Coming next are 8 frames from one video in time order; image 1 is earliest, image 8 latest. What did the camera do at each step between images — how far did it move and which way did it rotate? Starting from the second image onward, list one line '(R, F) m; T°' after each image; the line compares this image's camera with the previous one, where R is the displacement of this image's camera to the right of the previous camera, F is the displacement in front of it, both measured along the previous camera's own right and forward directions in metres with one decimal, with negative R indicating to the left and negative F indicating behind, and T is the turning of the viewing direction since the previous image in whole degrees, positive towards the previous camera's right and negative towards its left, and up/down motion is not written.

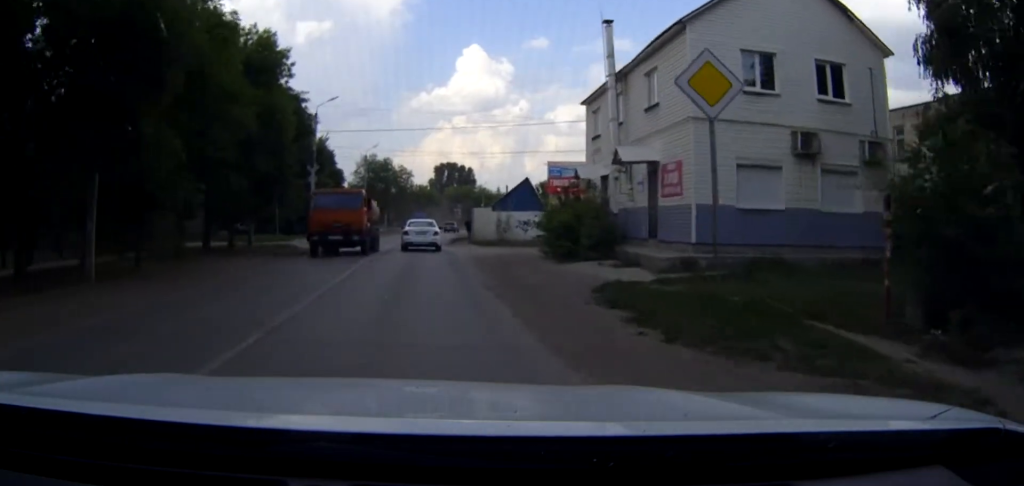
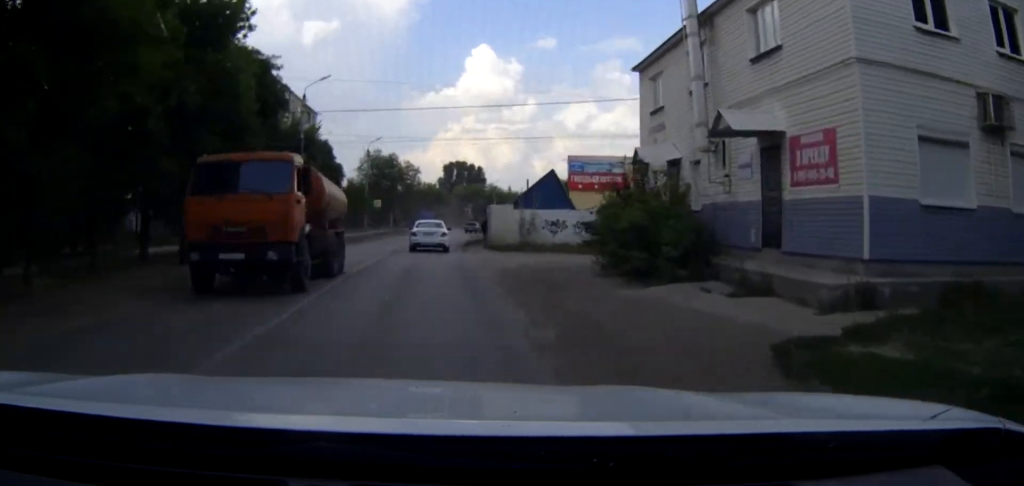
(0.0, +8.1) m; -1°
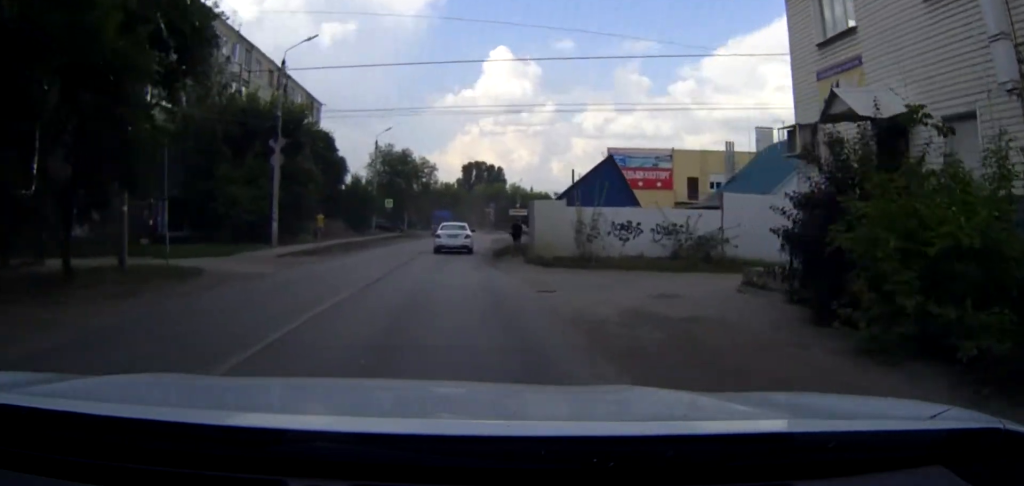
(-0.1, +10.9) m; -1°
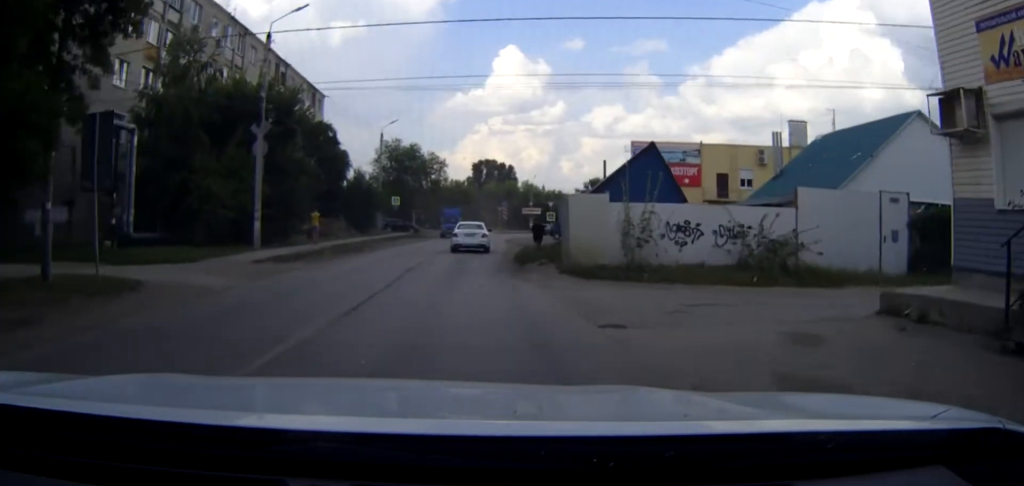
(0.0, +5.1) m; -1°
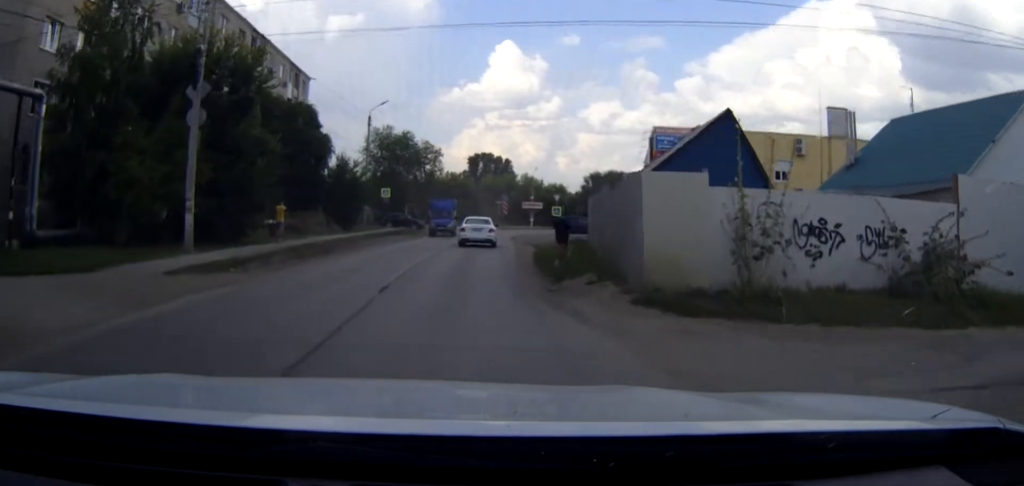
(0.0, +7.8) m; 0°
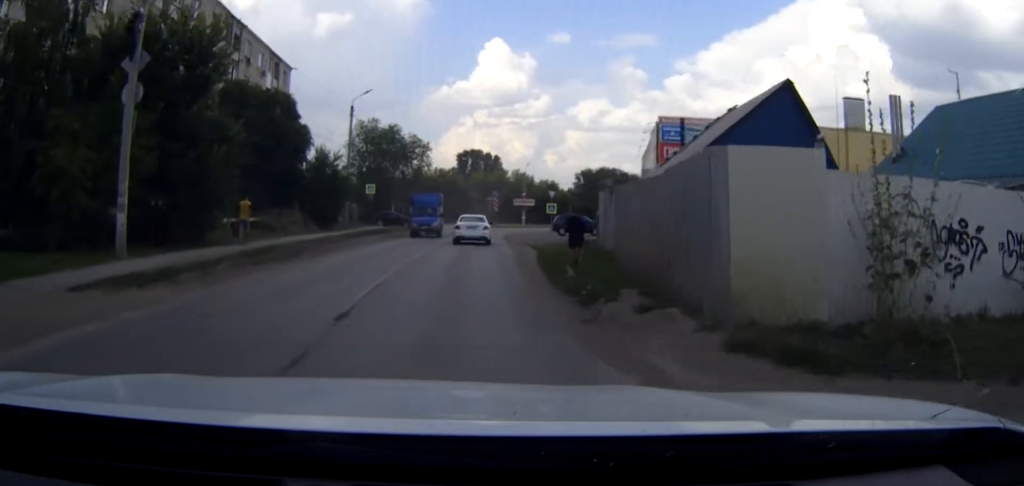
(0.0, +4.4) m; 0°
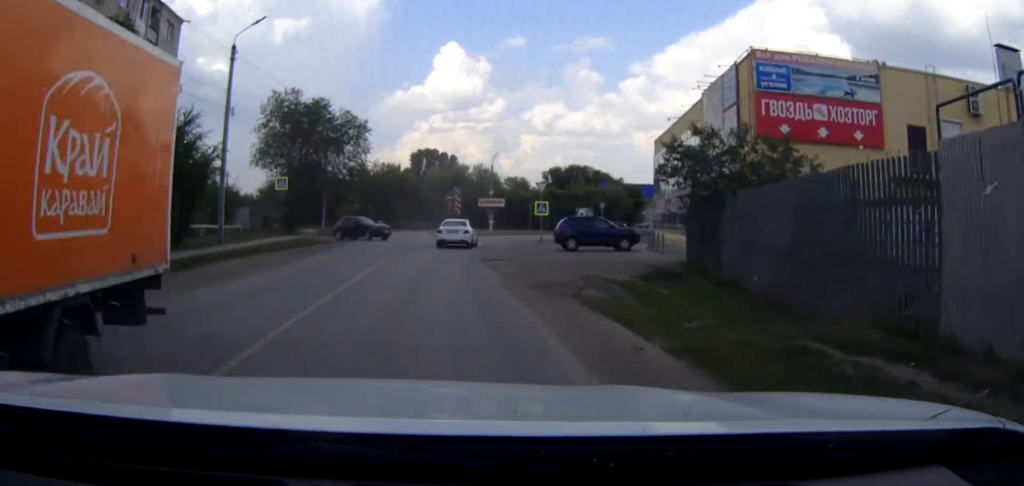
(+0.7, +23.0) m; +3°
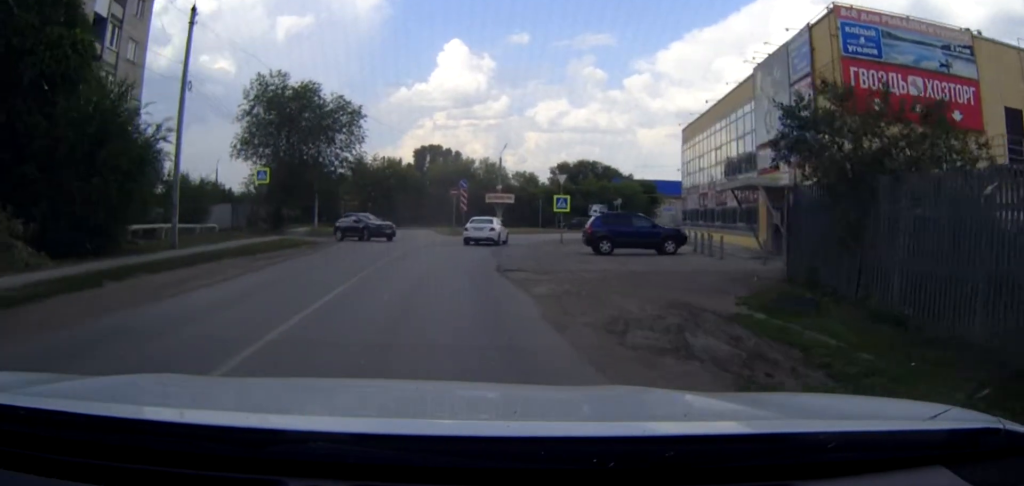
(0.0, +6.8) m; +1°
